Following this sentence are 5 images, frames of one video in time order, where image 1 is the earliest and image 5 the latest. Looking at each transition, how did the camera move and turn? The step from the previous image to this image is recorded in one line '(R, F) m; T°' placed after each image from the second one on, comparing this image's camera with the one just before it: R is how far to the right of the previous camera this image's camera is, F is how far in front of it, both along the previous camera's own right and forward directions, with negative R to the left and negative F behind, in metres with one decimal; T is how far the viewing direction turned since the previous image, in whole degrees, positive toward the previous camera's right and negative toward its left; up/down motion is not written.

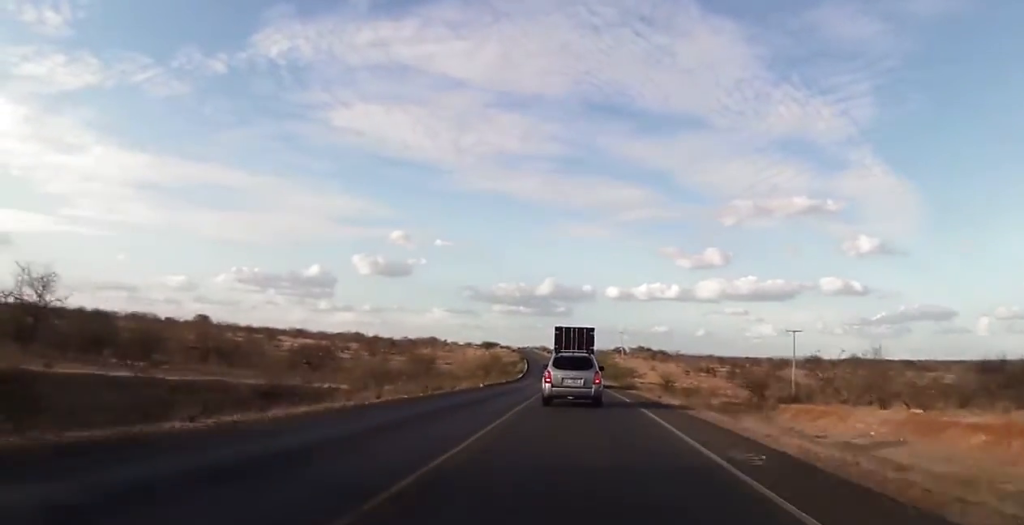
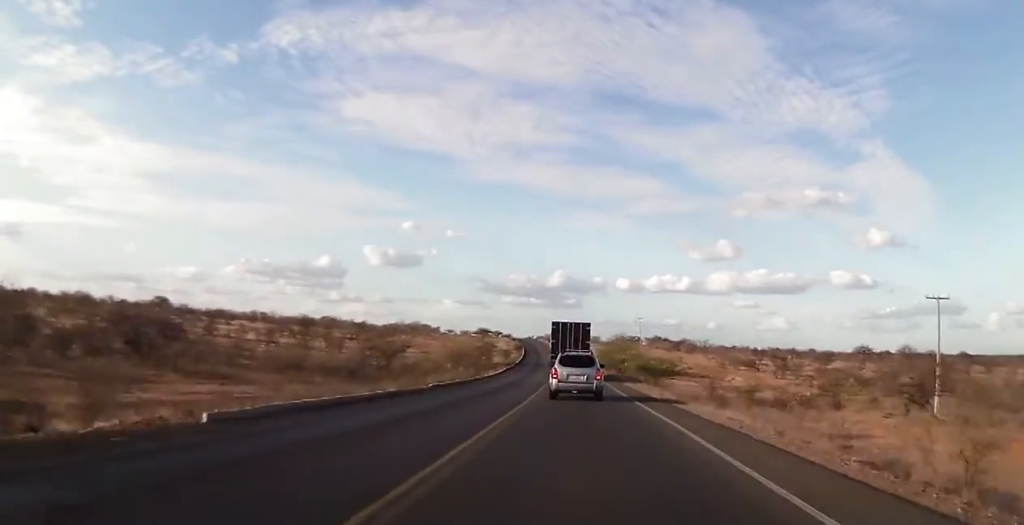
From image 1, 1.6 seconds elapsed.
(-0.2, +36.1) m; -1°
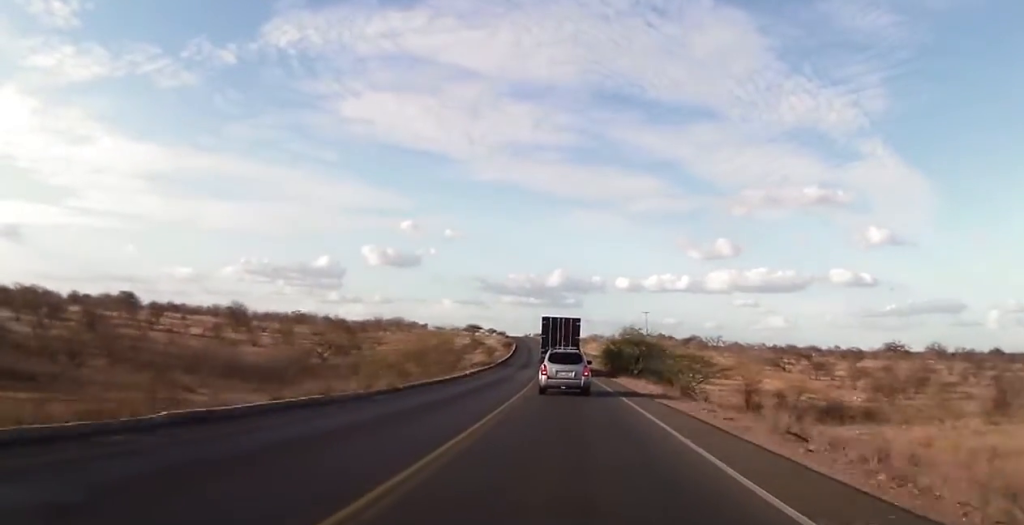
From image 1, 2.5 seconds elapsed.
(-0.1, +18.3) m; -1°
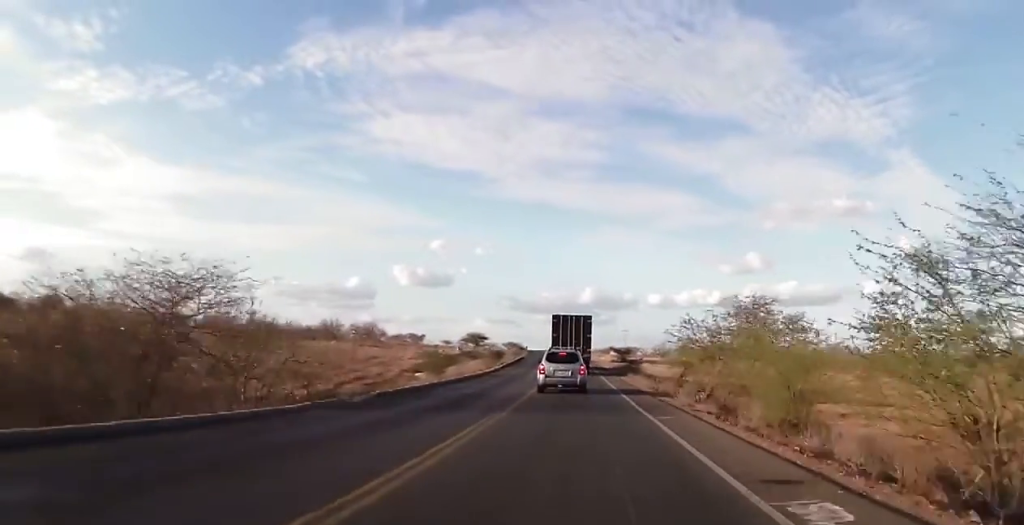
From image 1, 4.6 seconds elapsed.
(-0.5, +43.6) m; -2°
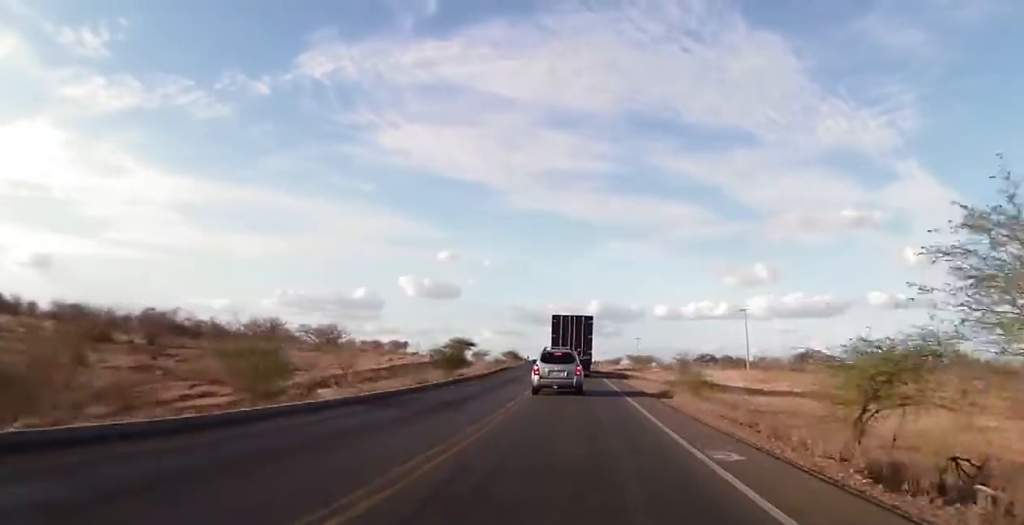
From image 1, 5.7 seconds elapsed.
(-0.4, +22.9) m; -1°
